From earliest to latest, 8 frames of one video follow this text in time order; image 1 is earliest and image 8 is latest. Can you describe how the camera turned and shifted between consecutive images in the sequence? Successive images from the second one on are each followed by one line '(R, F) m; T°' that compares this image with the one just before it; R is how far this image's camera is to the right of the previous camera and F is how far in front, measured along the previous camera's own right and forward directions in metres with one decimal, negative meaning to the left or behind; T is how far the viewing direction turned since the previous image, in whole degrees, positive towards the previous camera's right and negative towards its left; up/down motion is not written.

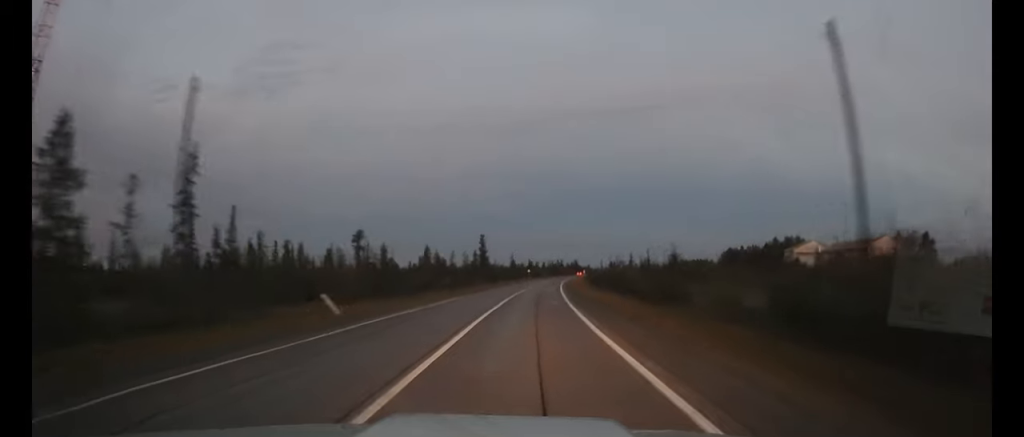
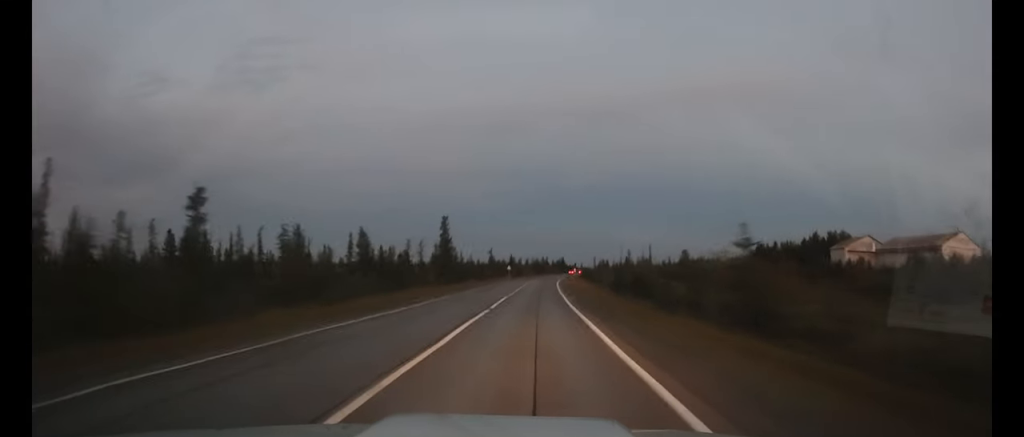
(+0.5, +34.3) m; +2°
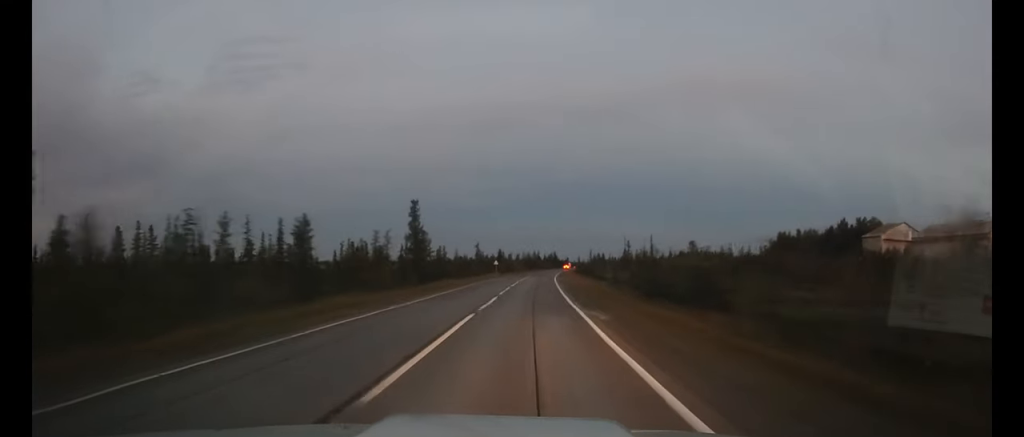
(+0.1, +17.3) m; +1°
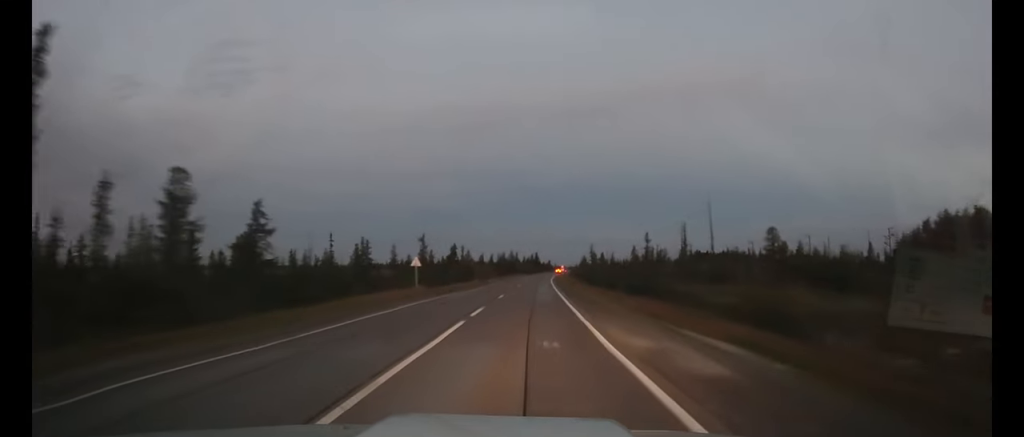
(+1.3, +61.6) m; +2°
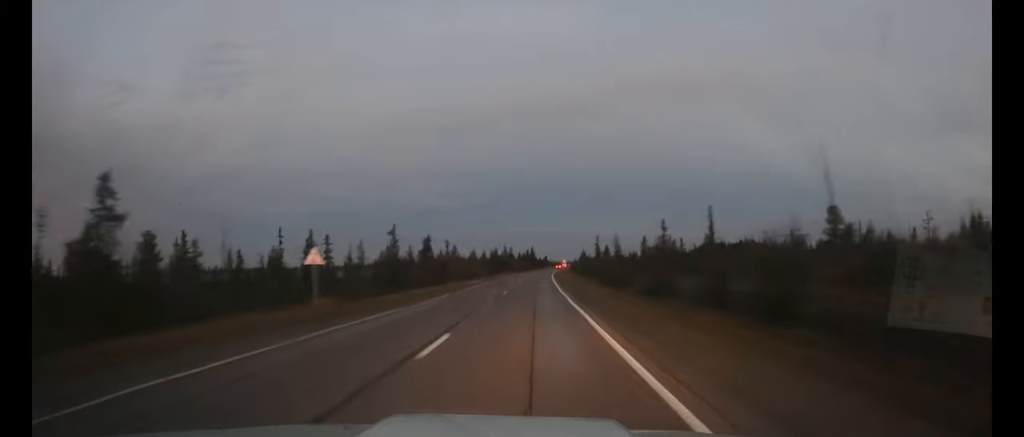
(+0.2, +22.2) m; +1°
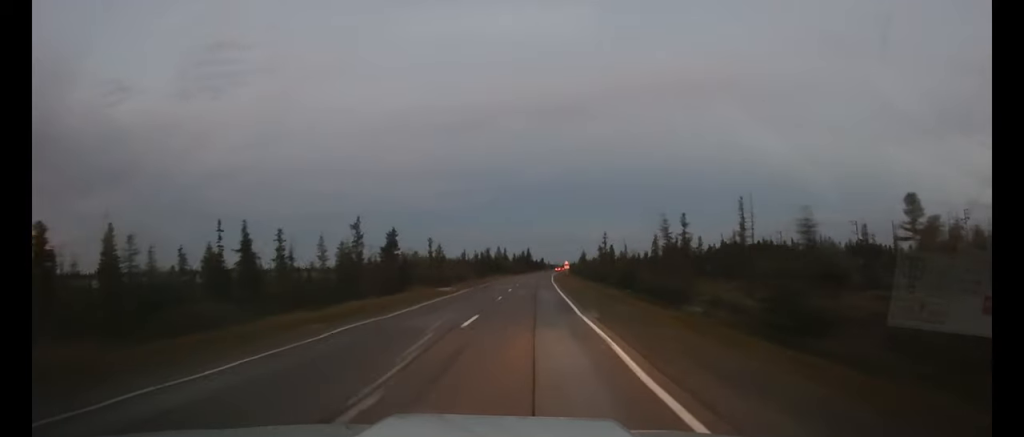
(+0.1, +18.4) m; +1°
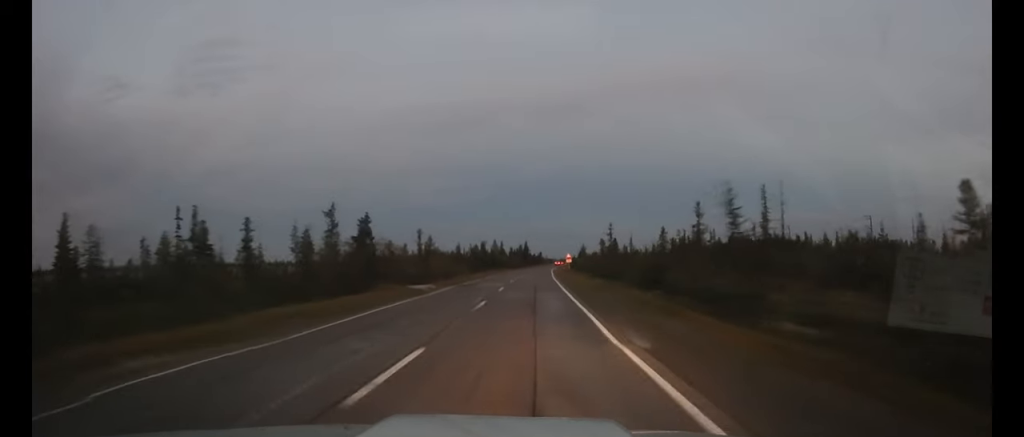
(0.0, +9.8) m; 0°
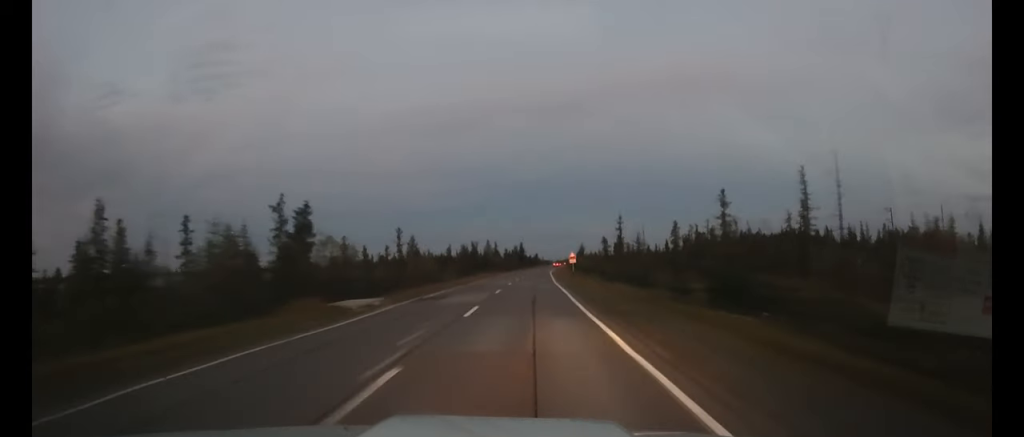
(0.0, +13.9) m; 0°
